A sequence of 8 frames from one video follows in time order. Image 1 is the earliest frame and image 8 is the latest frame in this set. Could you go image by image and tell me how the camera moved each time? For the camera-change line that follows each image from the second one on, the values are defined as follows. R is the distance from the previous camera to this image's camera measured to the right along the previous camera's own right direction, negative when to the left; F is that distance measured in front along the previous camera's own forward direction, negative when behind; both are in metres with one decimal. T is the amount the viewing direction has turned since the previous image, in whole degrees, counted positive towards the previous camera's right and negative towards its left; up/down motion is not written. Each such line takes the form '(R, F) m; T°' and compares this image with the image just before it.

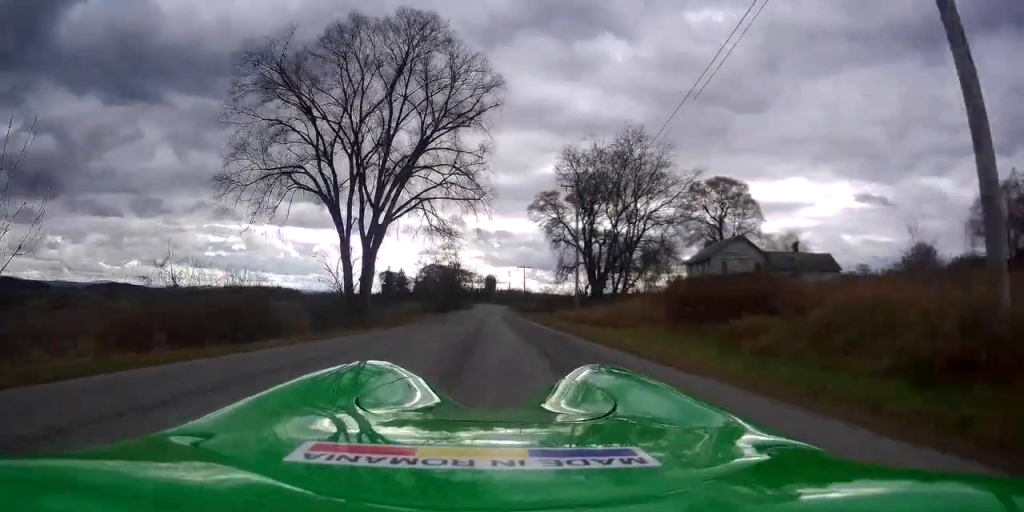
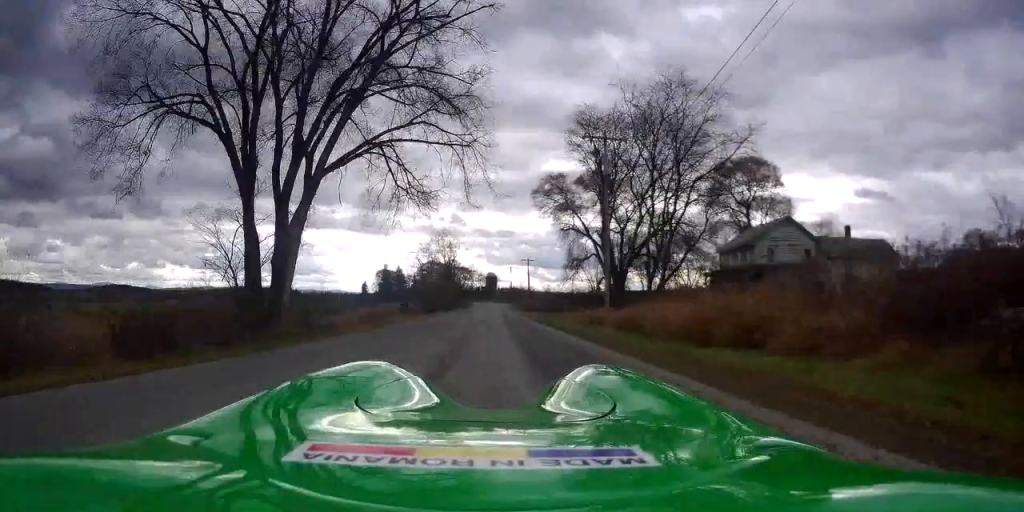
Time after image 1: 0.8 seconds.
(0.0, +12.0) m; 0°
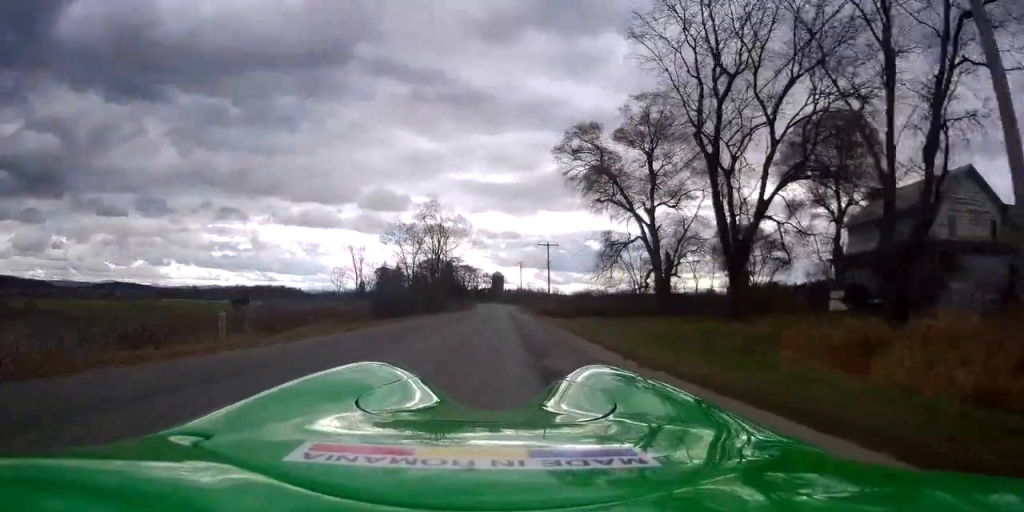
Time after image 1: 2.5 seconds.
(0.0, +24.2) m; -1°
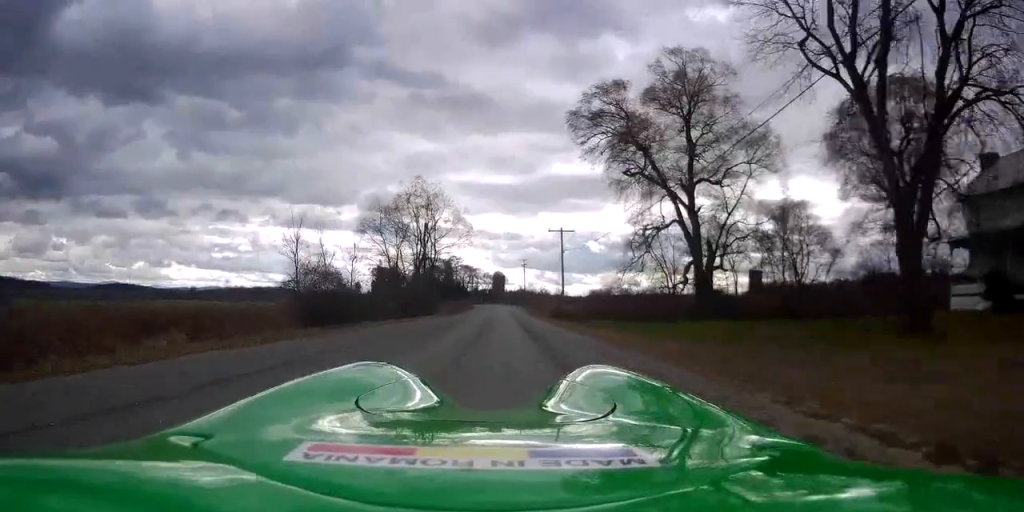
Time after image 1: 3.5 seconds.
(-0.2, +12.6) m; -2°
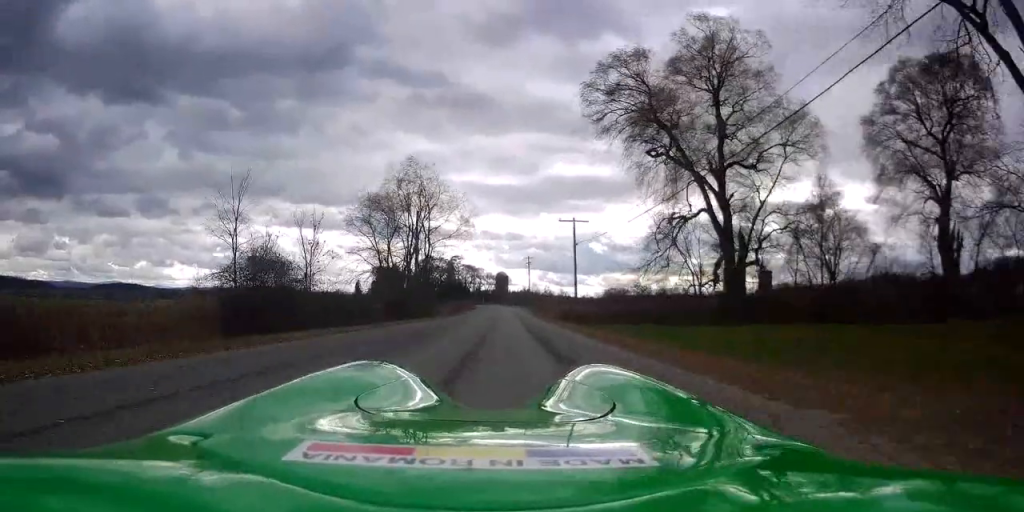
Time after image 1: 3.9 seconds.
(-0.4, +6.1) m; +1°
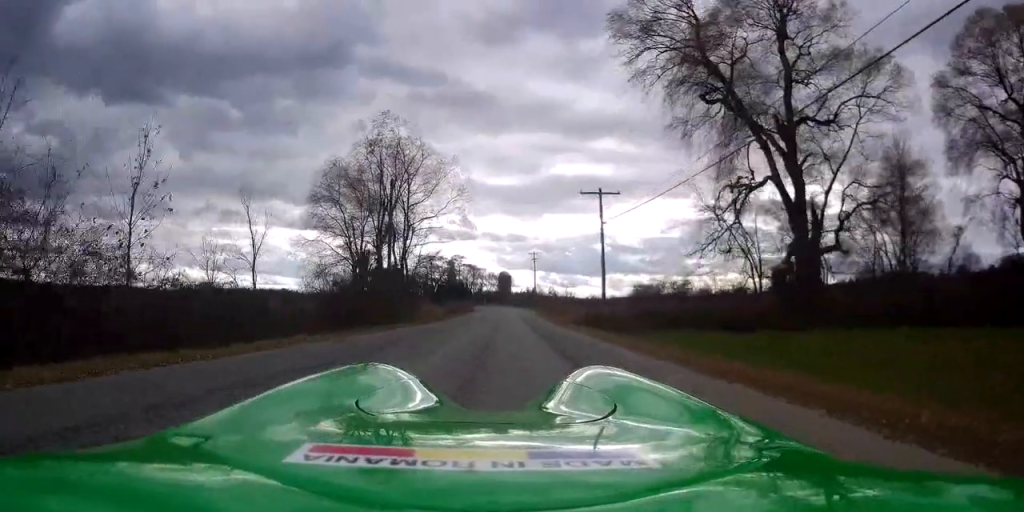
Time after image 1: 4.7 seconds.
(+0.4, +11.9) m; +2°
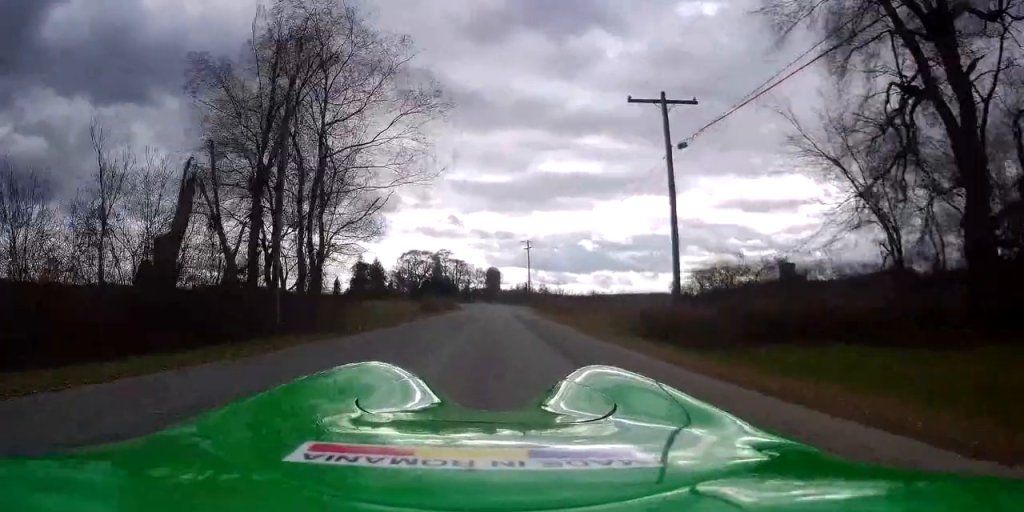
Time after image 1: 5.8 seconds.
(+0.2, +17.7) m; +1°
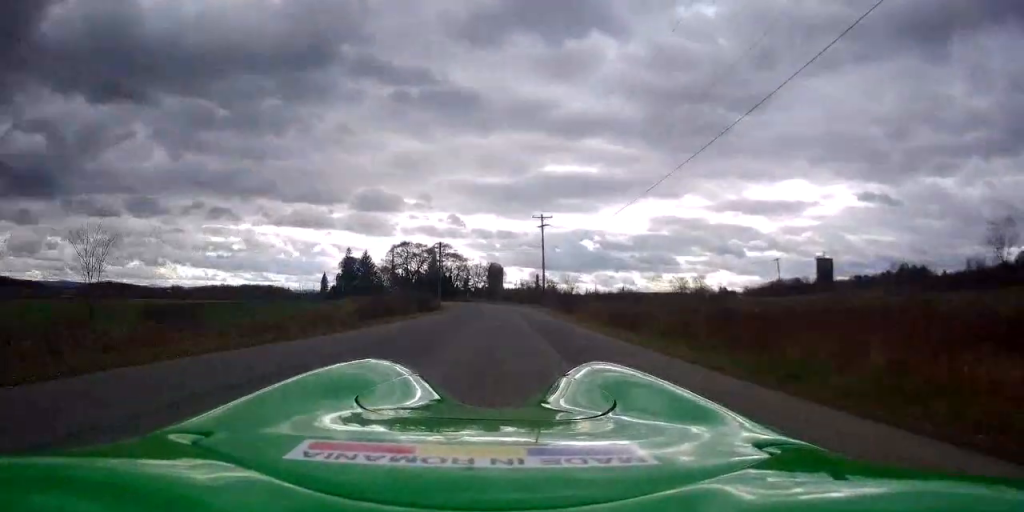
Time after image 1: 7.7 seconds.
(0.0, +27.9) m; -1°
